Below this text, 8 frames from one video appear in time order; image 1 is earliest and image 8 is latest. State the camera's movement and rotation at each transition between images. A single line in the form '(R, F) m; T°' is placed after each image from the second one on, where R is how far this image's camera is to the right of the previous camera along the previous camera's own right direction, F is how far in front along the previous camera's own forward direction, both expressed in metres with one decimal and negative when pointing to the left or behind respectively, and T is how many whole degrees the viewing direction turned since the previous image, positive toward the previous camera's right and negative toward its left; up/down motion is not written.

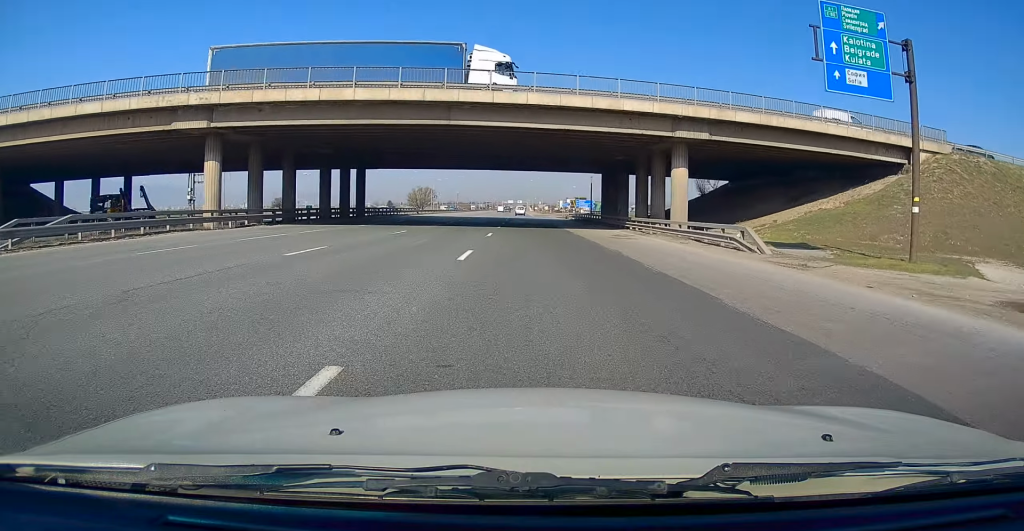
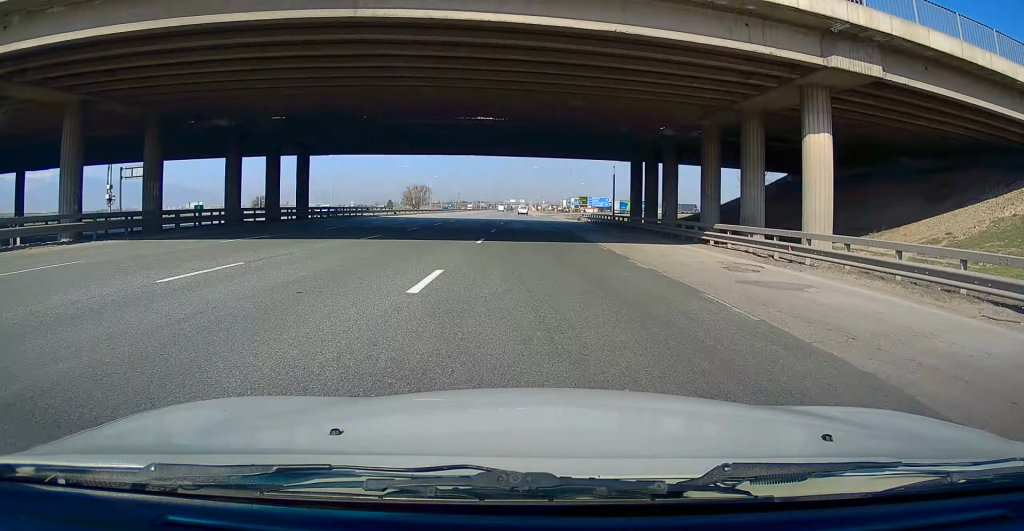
(+0.4, +17.0) m; +1°
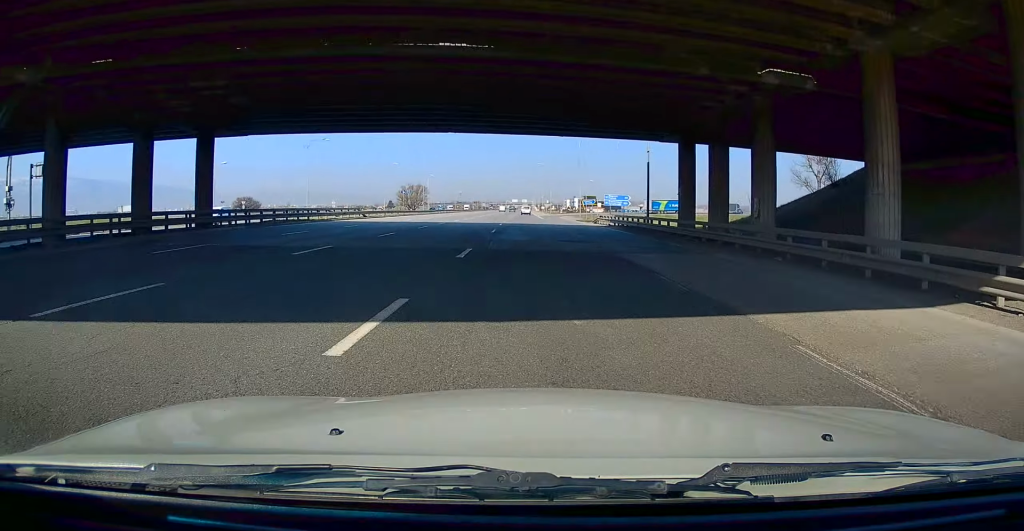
(0.0, +14.9) m; -1°
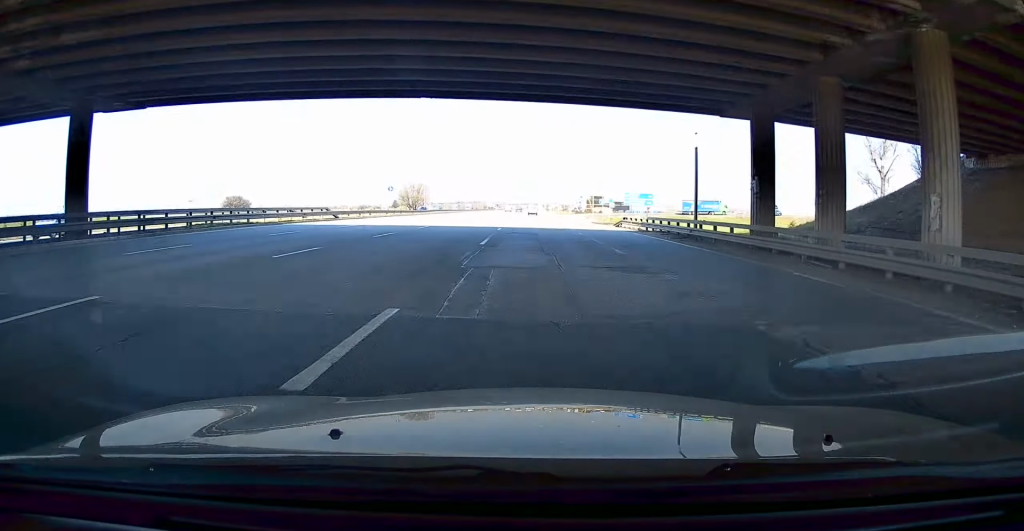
(-0.2, +10.4) m; 0°
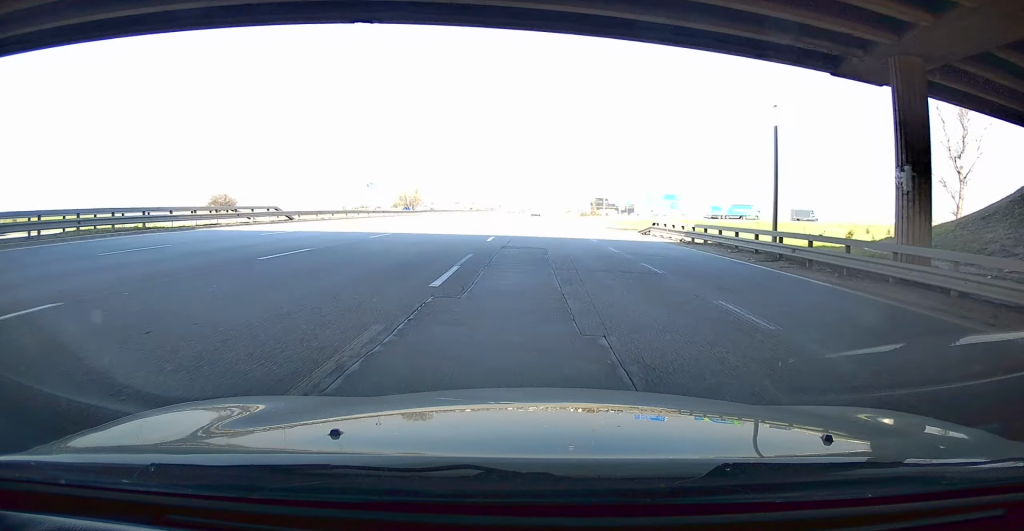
(-0.3, +9.8) m; 0°
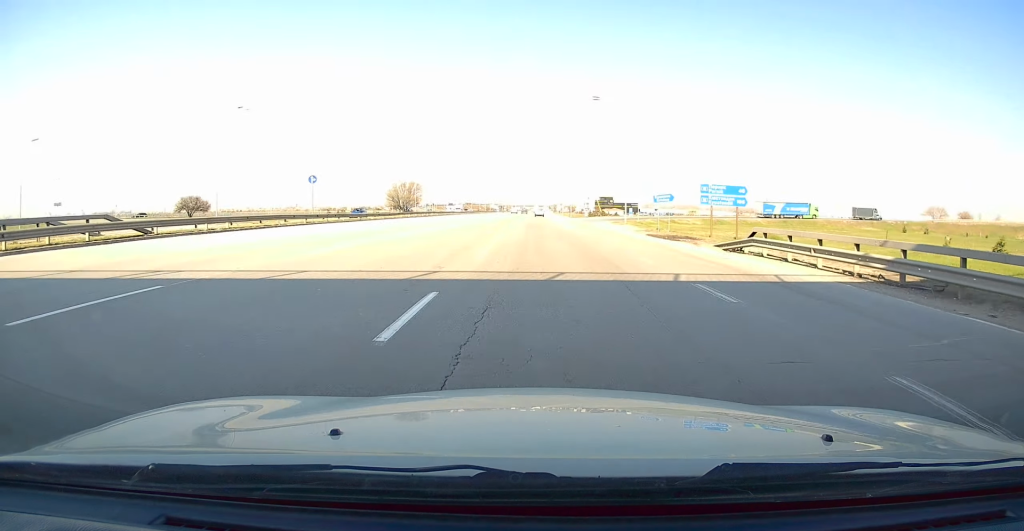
(+0.4, +15.7) m; 0°
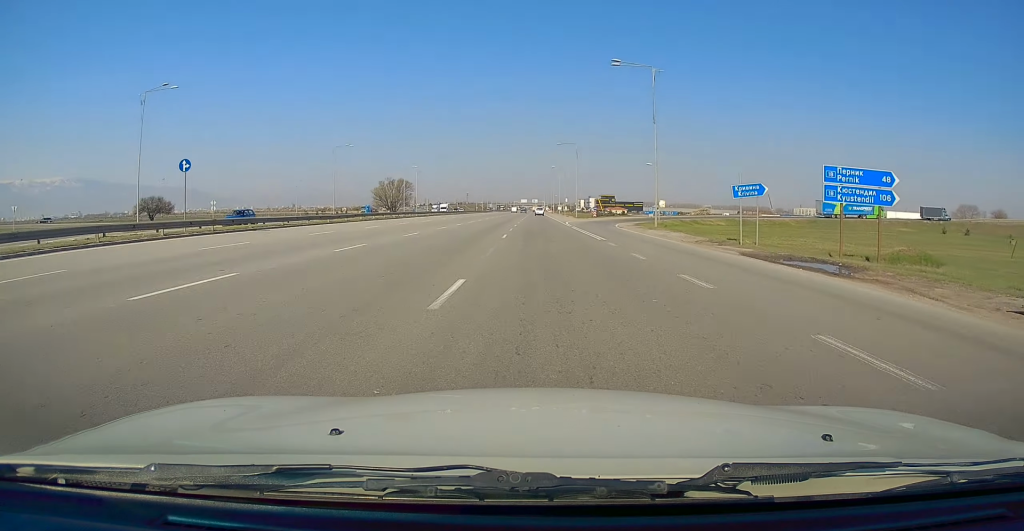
(-0.3, +15.8) m; -1°
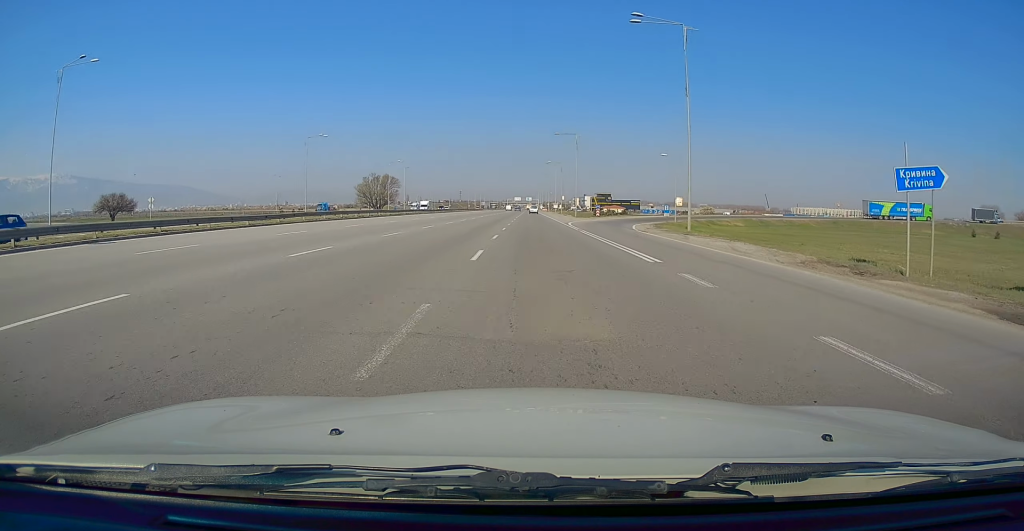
(-0.1, +11.8) m; 0°
